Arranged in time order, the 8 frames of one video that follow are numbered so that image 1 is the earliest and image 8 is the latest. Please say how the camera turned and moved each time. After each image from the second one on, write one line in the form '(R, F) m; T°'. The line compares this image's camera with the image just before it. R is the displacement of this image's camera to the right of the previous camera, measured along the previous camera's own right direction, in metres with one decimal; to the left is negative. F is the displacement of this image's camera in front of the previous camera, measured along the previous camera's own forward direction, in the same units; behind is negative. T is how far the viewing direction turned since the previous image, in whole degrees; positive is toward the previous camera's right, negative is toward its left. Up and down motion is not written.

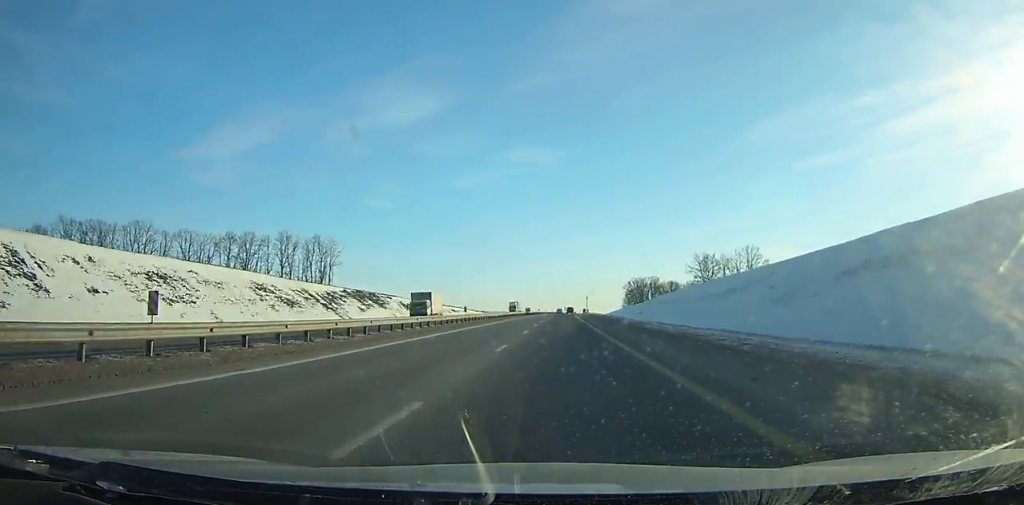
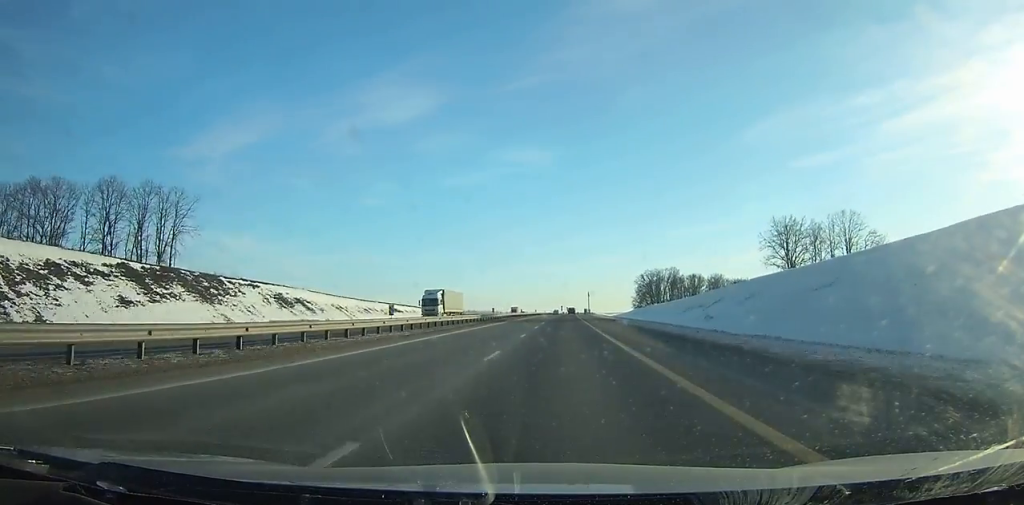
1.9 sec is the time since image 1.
(+0.4, +62.6) m; +1°
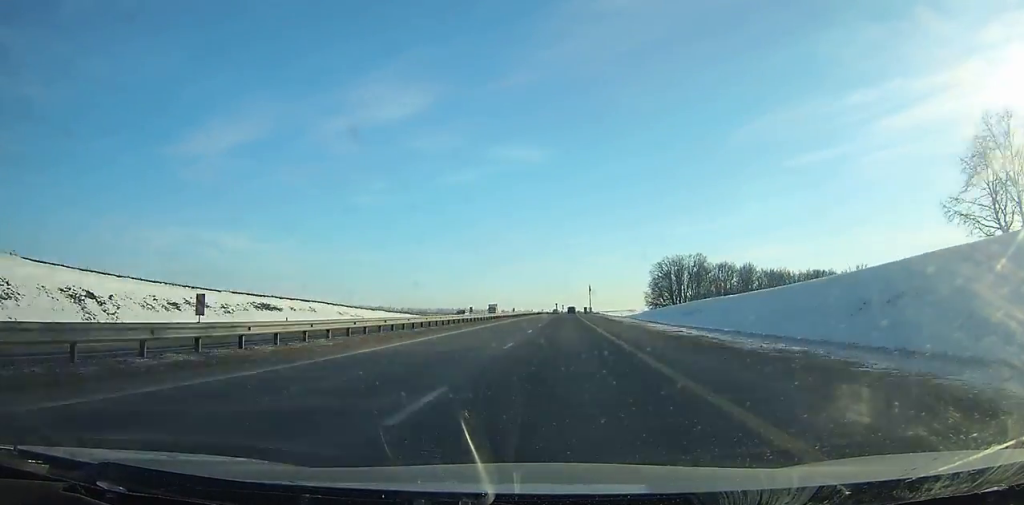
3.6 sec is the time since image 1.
(+0.2, +56.1) m; 0°
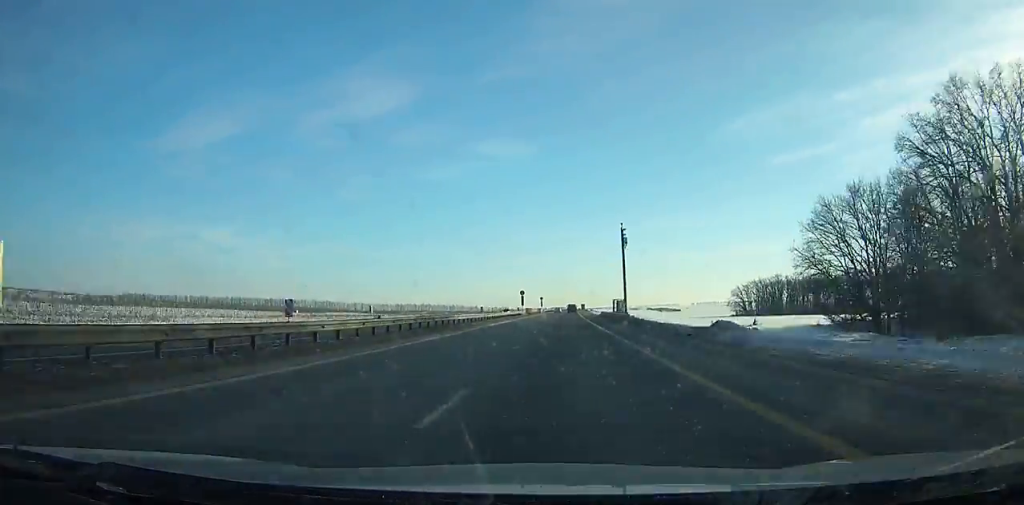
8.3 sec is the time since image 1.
(+2.0, +156.0) m; +1°
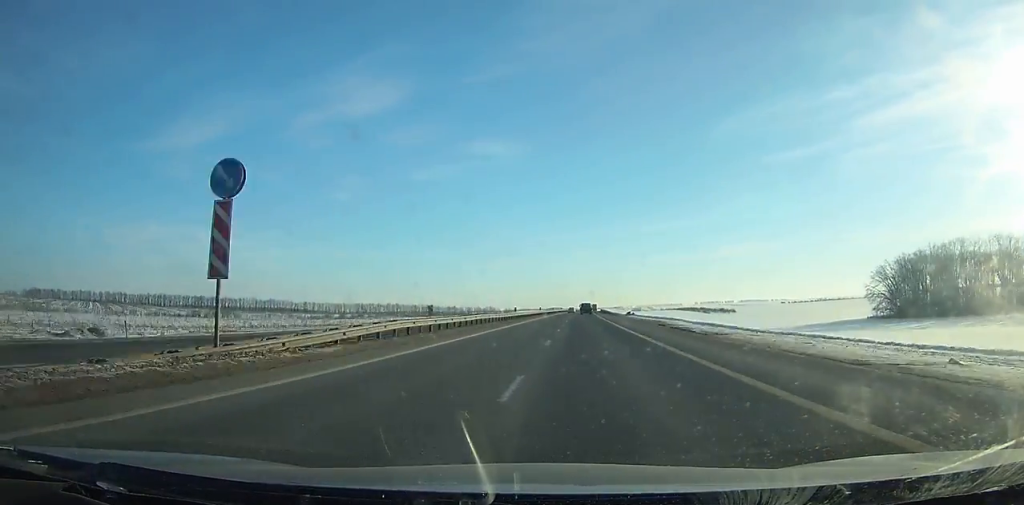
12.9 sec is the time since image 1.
(+0.9, +154.0) m; +1°
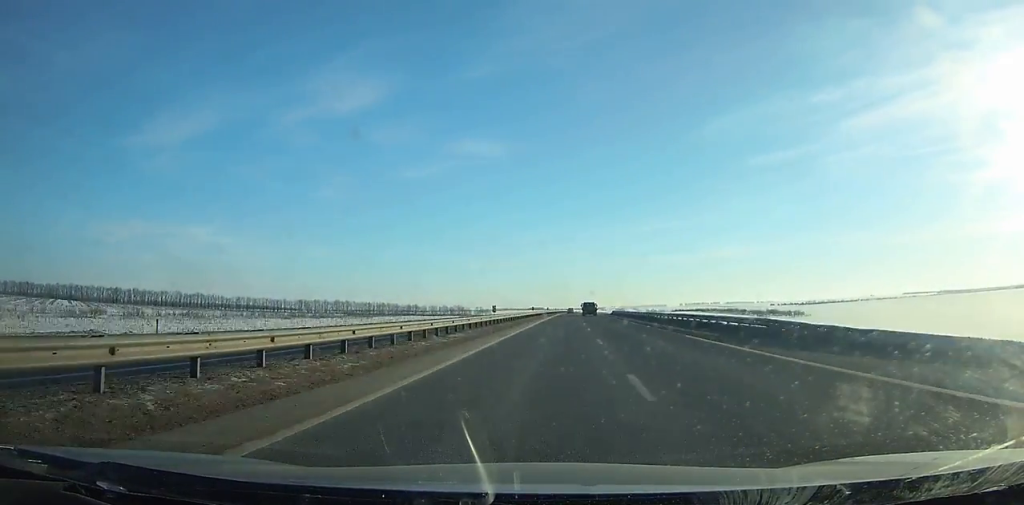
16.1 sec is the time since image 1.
(+0.8, +108.0) m; +1°
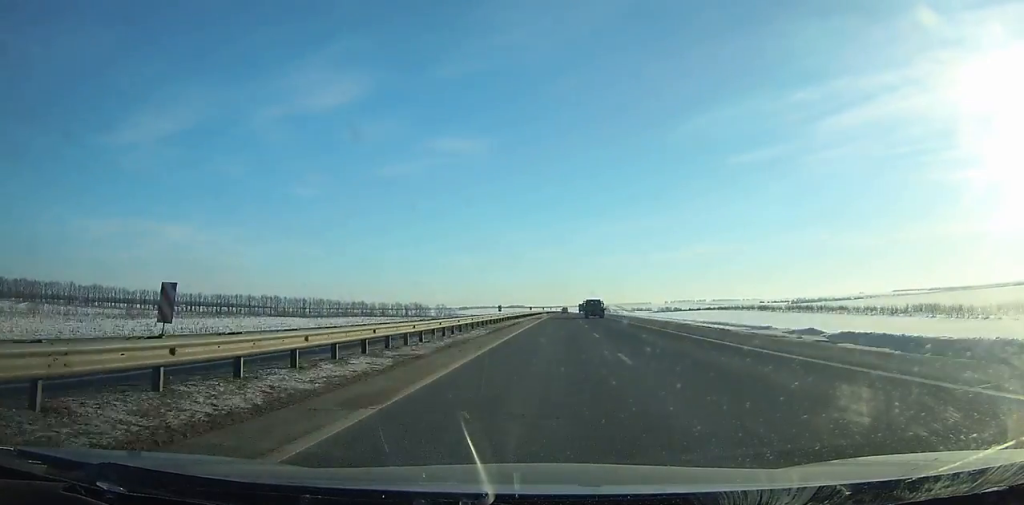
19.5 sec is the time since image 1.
(+2.0, +115.7) m; +2°
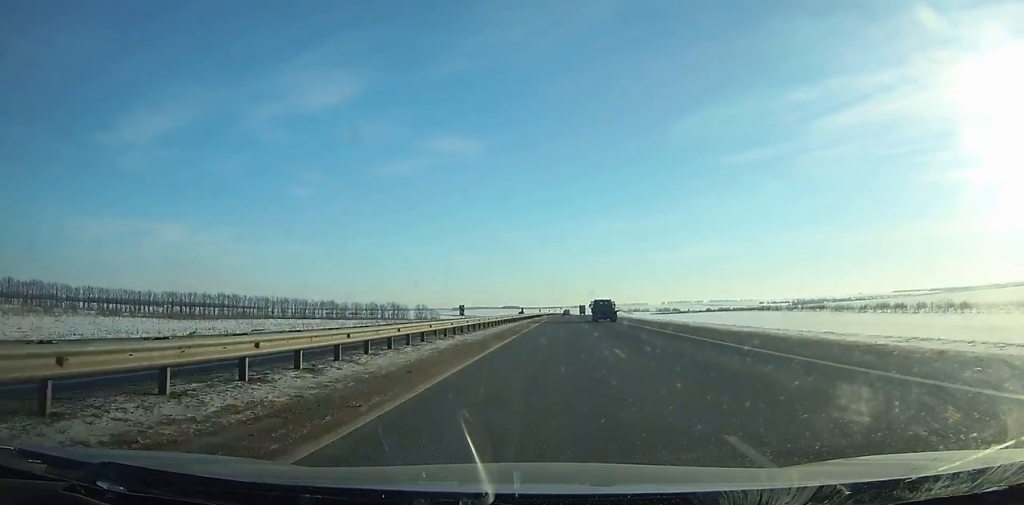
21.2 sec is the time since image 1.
(+0.3, +58.3) m; +1°
